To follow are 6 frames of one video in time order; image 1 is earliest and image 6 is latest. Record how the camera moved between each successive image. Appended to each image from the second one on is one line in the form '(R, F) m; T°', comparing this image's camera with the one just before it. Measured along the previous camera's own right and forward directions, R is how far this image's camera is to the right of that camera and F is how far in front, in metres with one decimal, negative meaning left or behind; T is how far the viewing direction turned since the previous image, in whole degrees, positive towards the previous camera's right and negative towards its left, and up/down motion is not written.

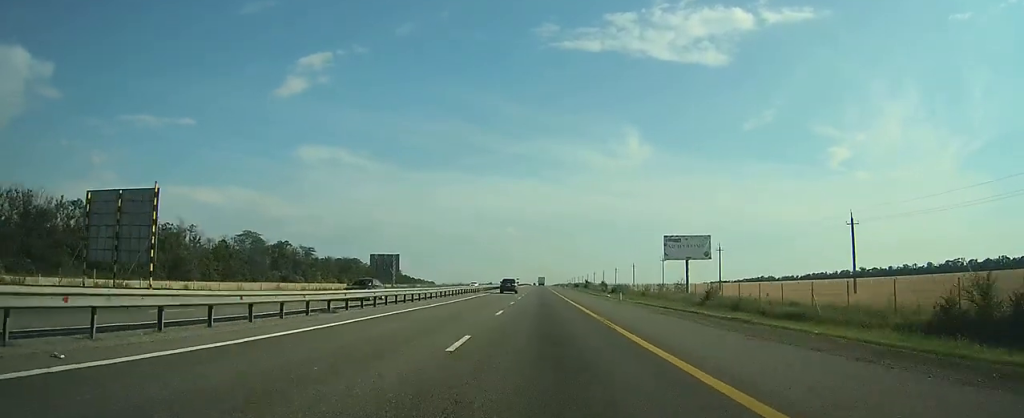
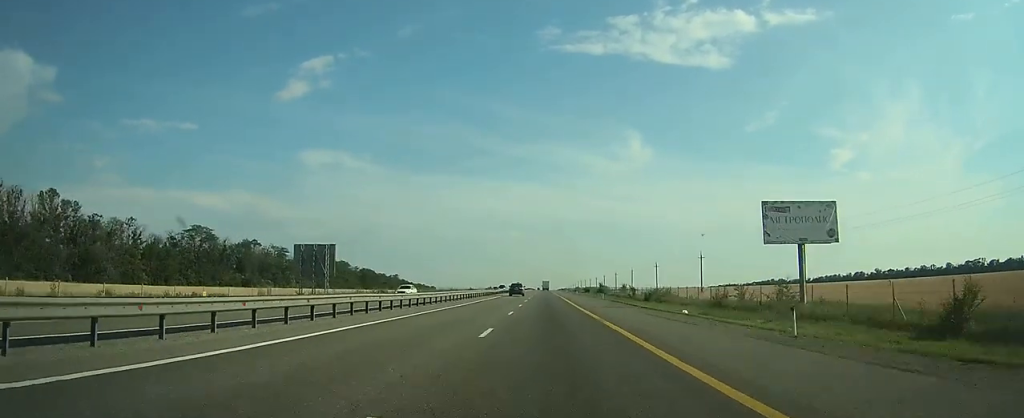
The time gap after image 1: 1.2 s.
(+0.1, +32.2) m; 0°
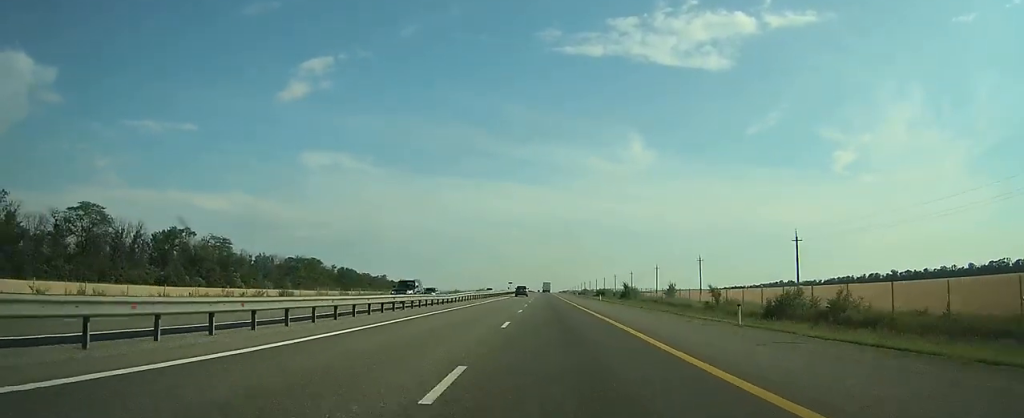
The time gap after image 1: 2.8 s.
(-0.2, +44.5) m; 0°
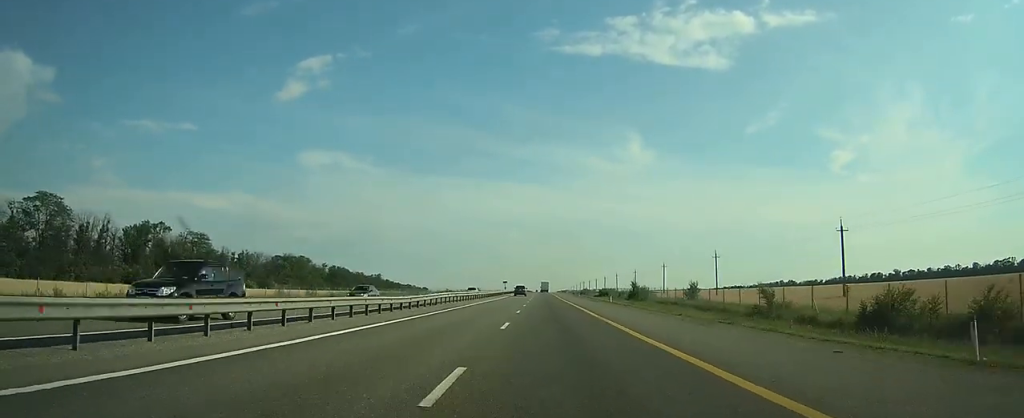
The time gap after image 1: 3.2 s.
(0.0, +12.1) m; 0°
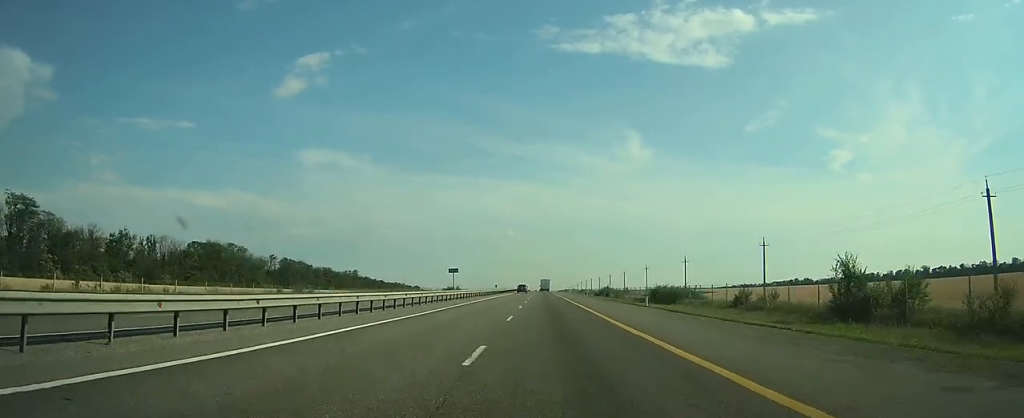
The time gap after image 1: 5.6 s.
(+0.3, +68.8) m; 0°
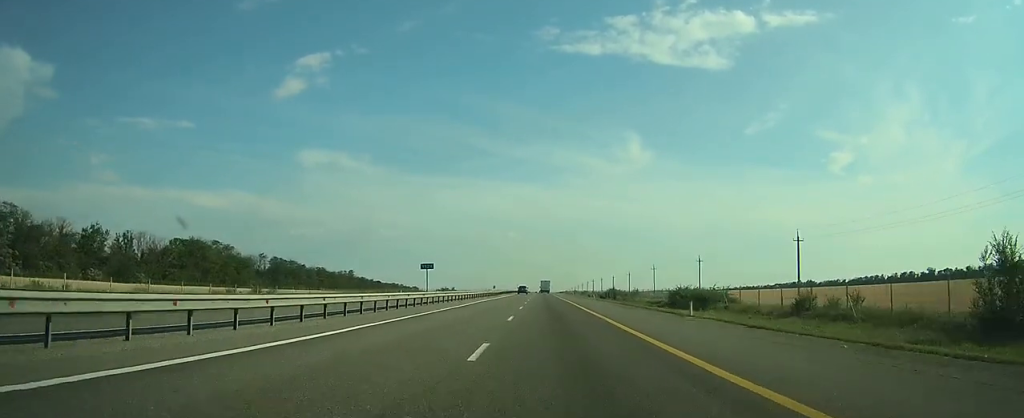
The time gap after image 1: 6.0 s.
(0.0, +11.5) m; 0°
